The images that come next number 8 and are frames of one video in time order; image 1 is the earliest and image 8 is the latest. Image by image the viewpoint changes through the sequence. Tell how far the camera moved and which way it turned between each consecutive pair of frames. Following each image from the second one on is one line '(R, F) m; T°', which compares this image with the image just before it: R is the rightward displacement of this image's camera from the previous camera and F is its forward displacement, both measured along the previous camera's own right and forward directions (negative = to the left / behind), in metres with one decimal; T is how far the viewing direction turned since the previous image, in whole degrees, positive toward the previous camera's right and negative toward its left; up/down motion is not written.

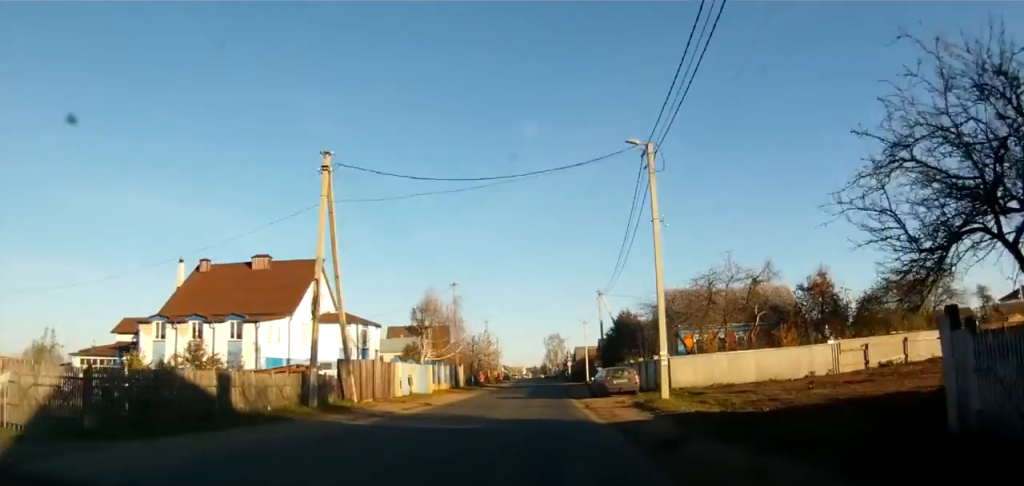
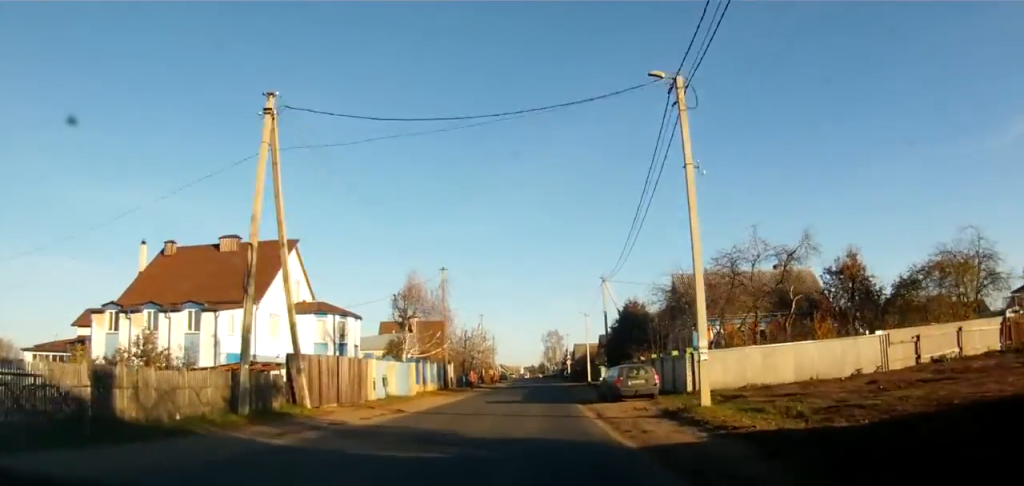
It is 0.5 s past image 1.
(0.0, +5.3) m; -1°
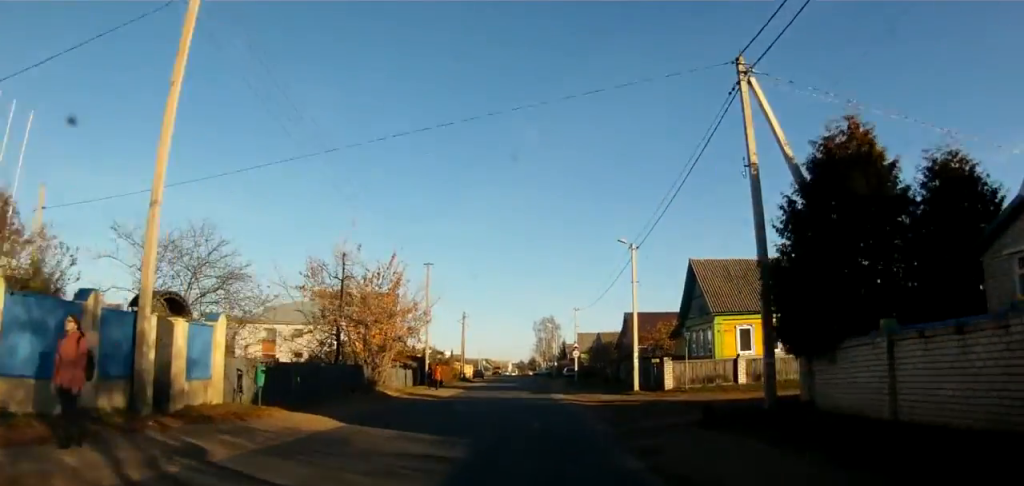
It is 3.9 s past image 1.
(+0.8, +38.6) m; +2°
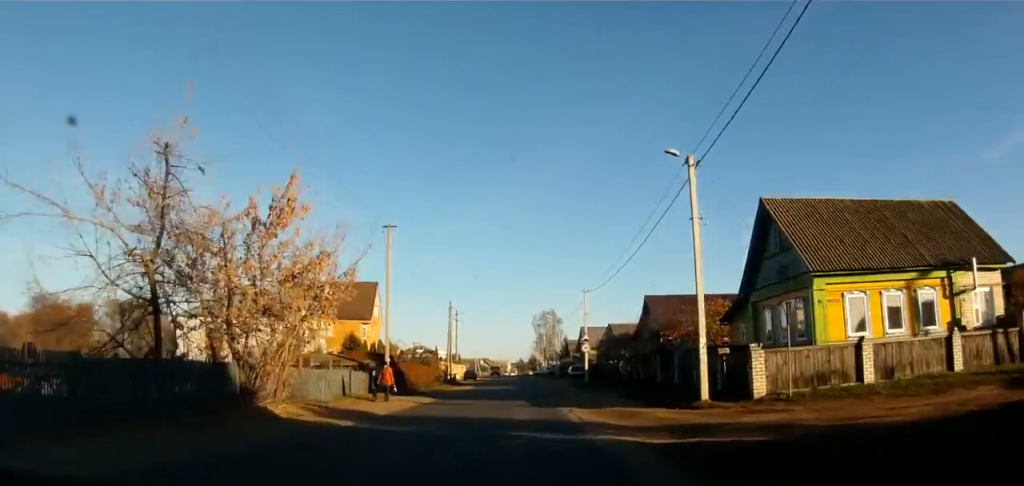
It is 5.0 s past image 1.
(0.0, +12.8) m; 0°
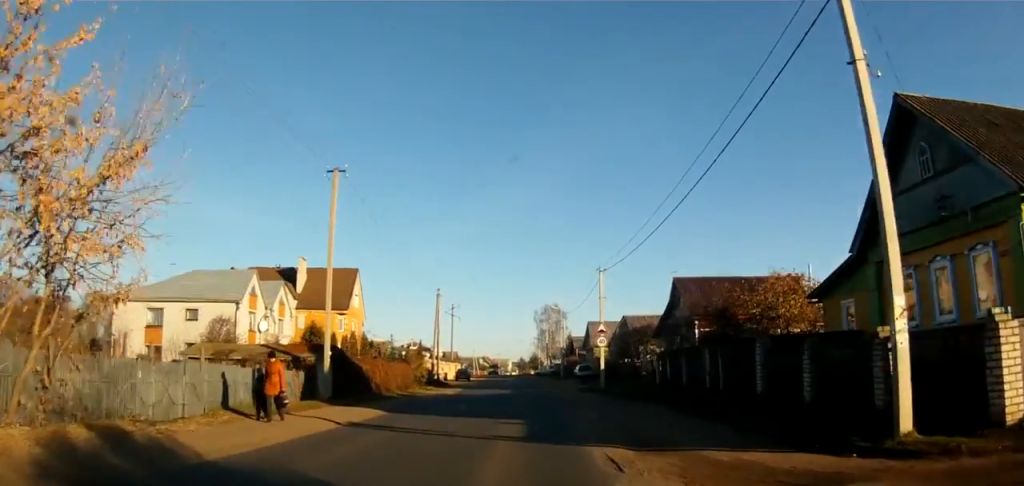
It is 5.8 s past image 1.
(0.0, +11.0) m; -1°
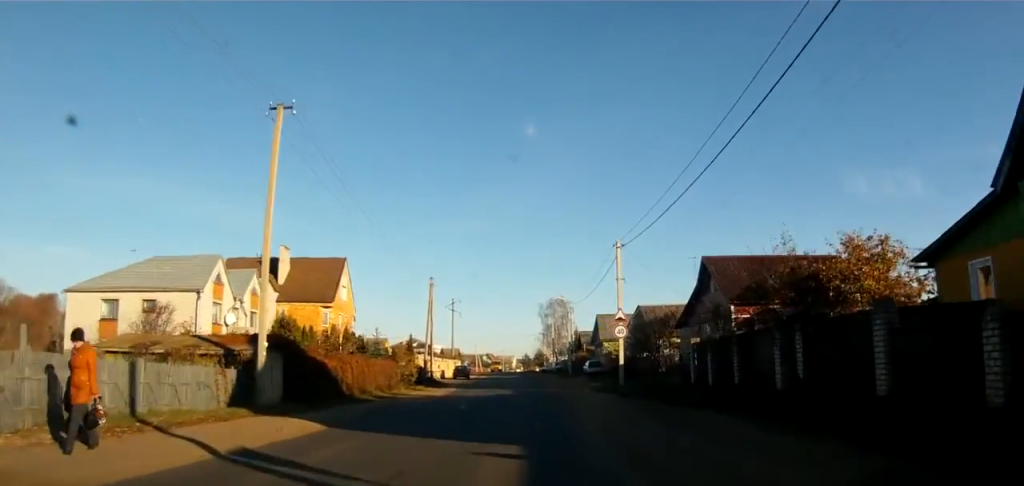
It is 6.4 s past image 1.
(+0.1, +6.6) m; -1°
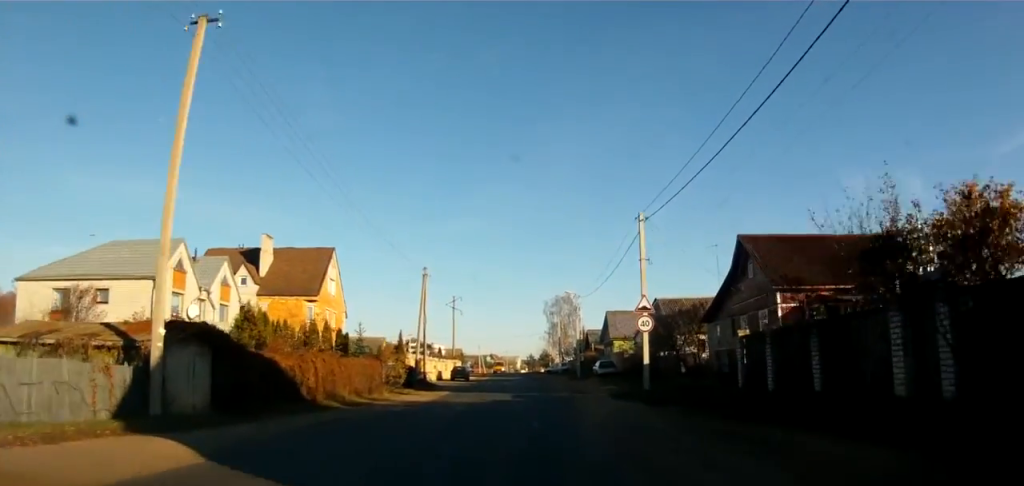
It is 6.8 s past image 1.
(-0.3, +6.2) m; 0°
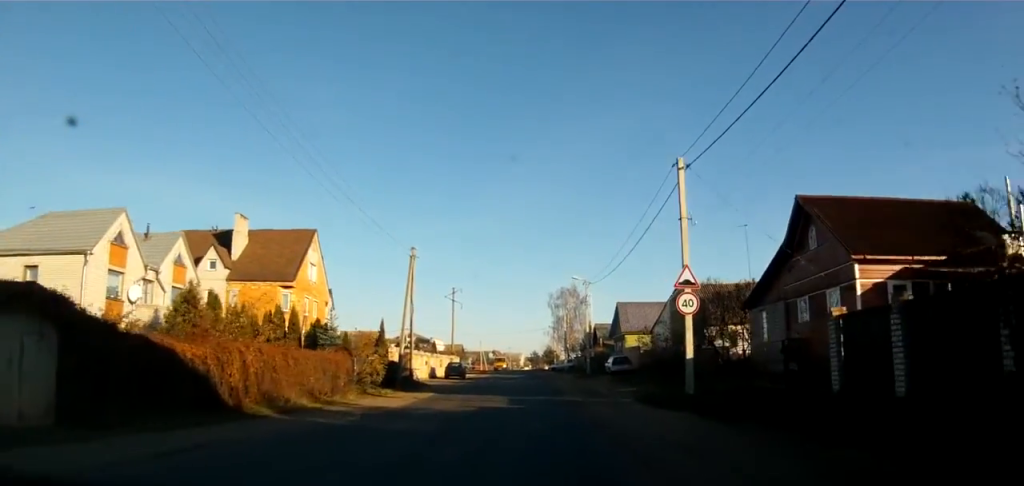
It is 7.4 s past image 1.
(-0.2, +6.7) m; 0°
